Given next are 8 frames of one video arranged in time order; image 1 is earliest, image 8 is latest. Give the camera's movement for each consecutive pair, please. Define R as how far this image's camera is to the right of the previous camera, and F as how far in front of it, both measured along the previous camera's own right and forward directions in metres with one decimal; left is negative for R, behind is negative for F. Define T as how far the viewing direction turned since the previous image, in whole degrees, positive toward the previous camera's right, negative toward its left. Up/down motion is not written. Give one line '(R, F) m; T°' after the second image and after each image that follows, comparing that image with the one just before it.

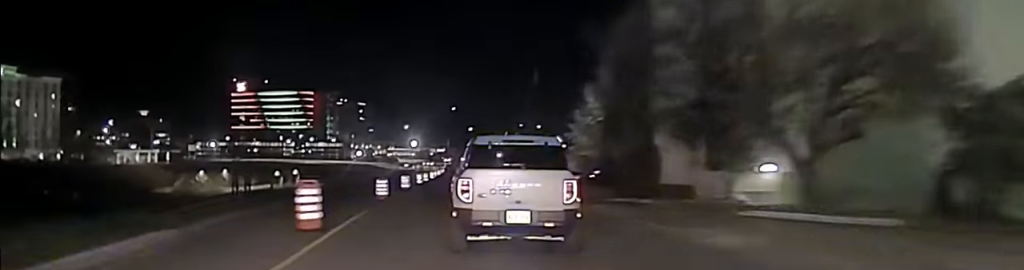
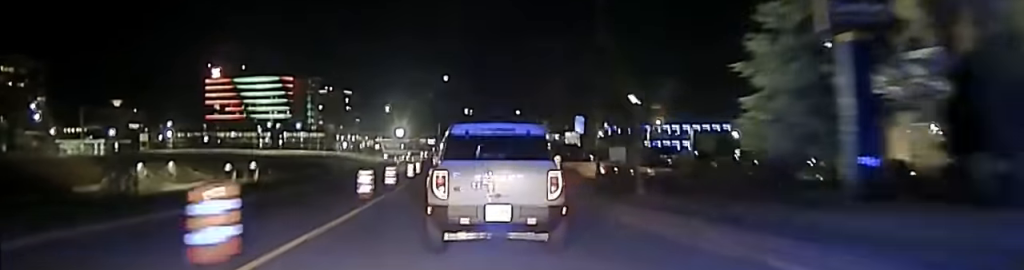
(-0.4, +49.5) m; -1°
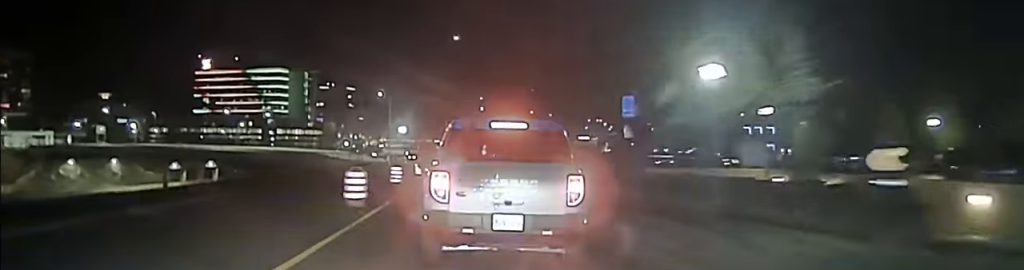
(-0.5, +42.0) m; 0°
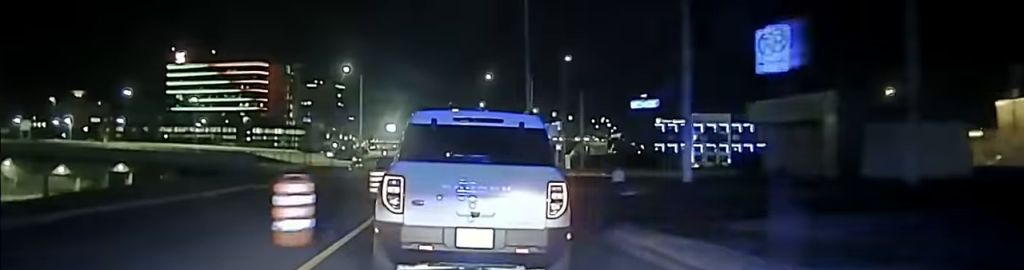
(+0.6, +42.8) m; +2°
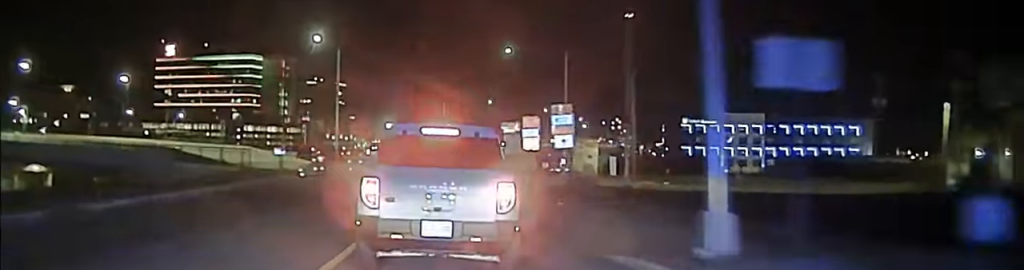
(+0.2, +25.6) m; +1°
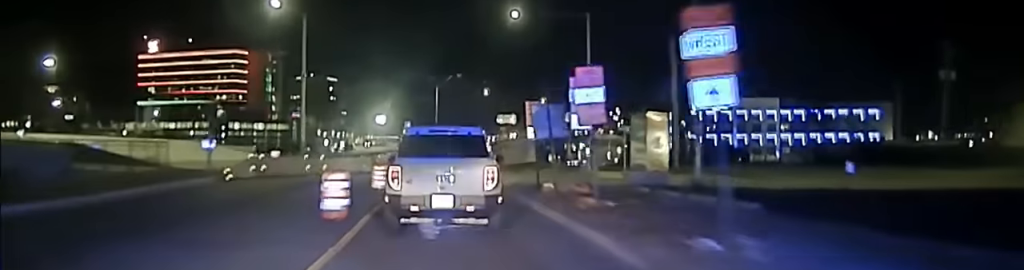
(+0.1, +16.0) m; +1°
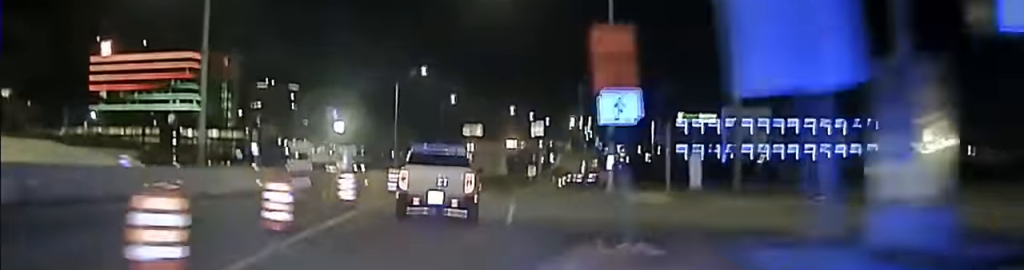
(+0.3, +20.3) m; +2°
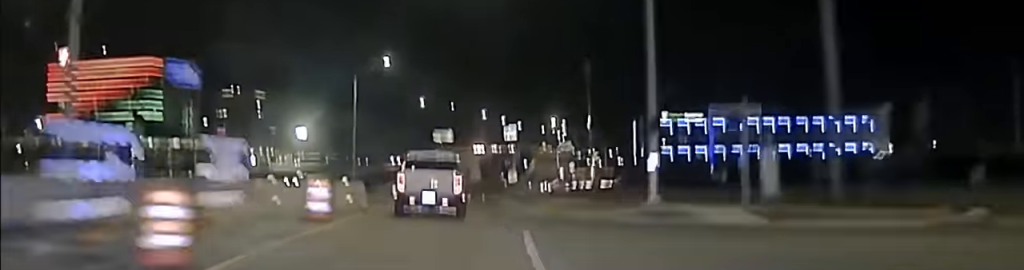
(+0.1, +13.1) m; +1°
